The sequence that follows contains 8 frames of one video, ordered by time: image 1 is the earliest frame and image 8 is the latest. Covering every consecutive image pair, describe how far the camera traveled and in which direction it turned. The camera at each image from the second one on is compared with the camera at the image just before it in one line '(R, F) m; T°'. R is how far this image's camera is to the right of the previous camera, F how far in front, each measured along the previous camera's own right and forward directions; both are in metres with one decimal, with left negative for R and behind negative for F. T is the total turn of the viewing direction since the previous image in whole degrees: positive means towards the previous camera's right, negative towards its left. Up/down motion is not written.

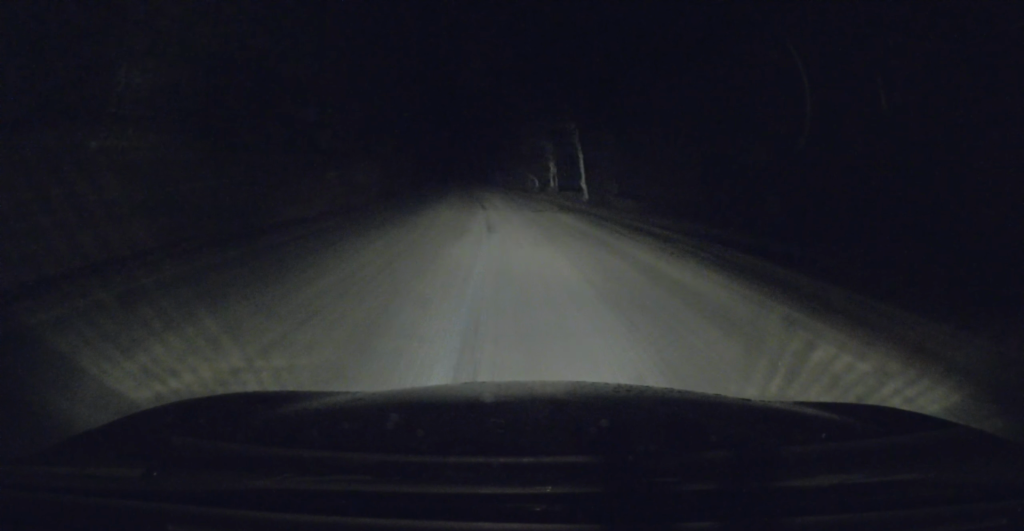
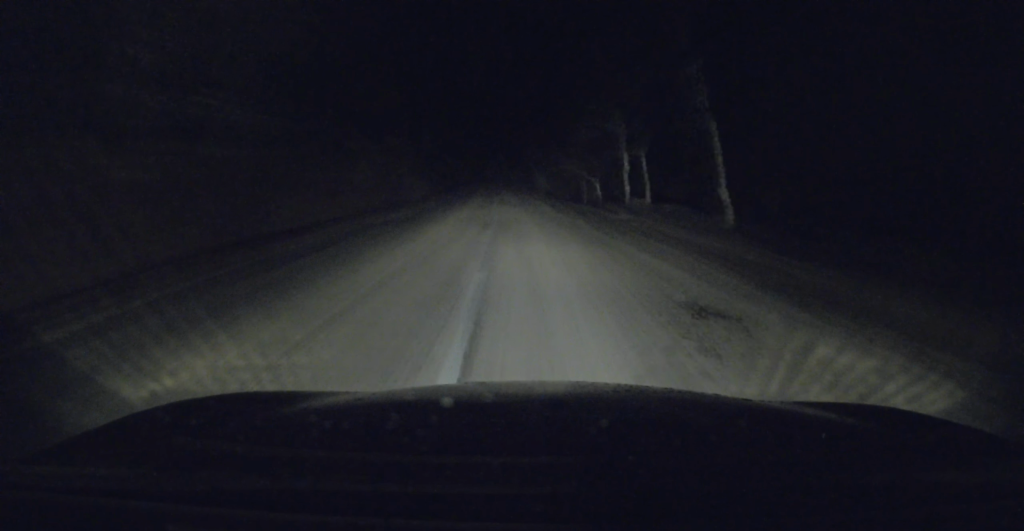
(-1.1, +21.4) m; -4°
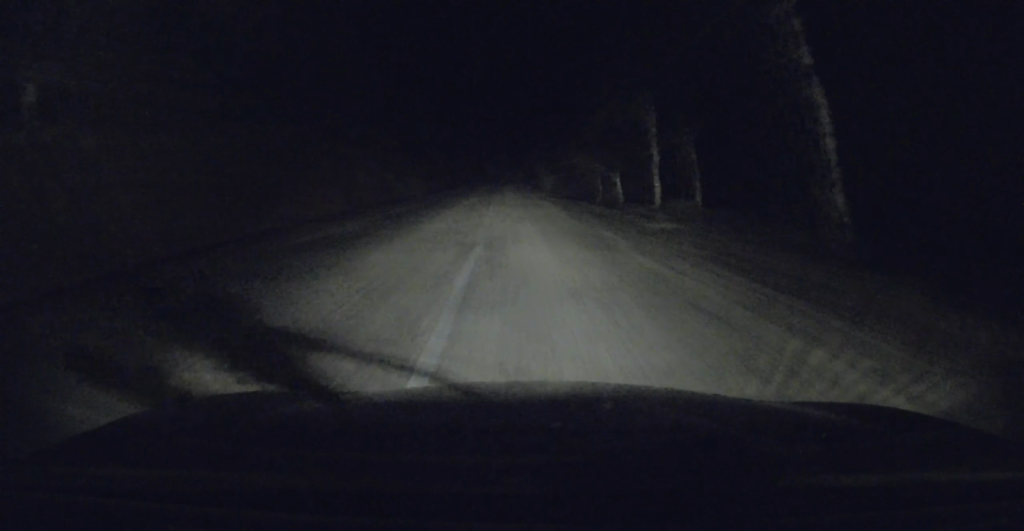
(-0.1, +6.8) m; -1°
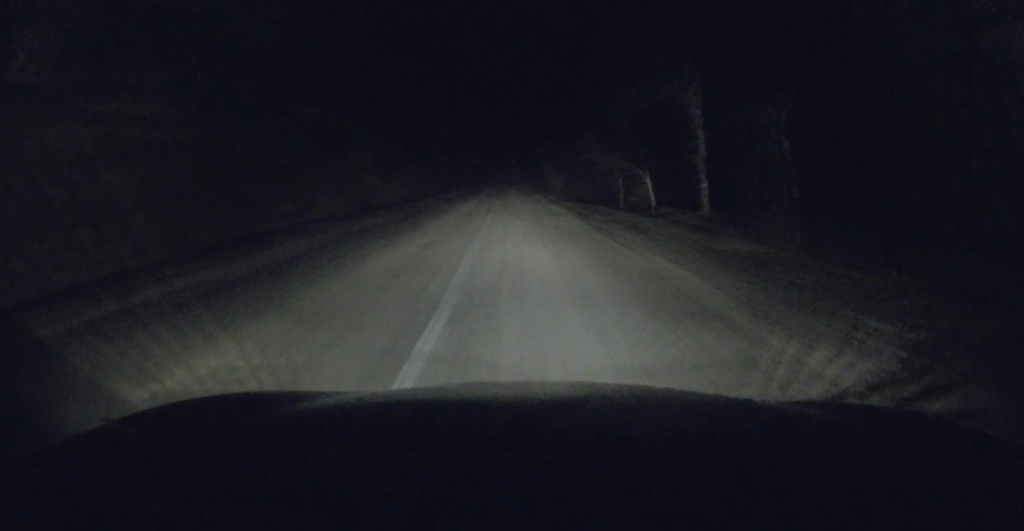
(0.0, +6.2) m; 0°
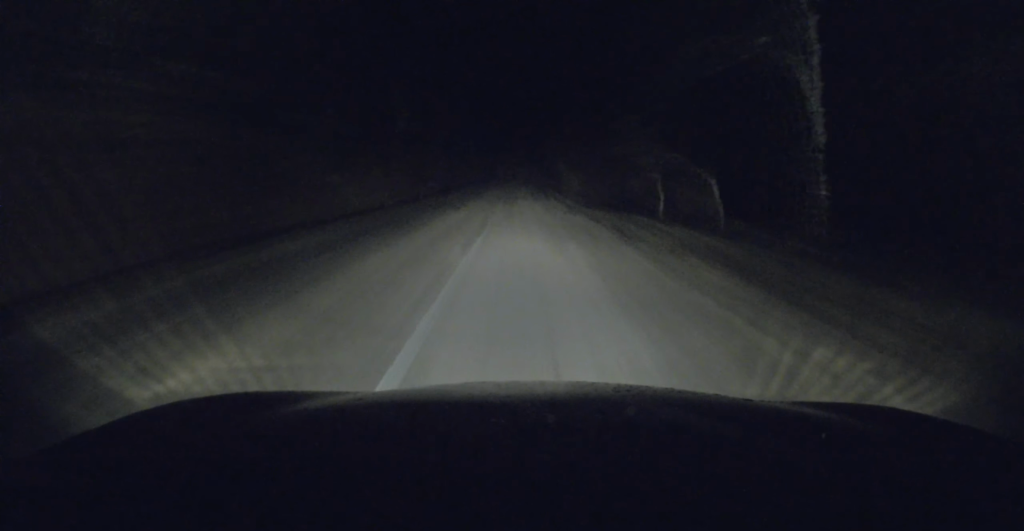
(0.0, +8.0) m; -1°
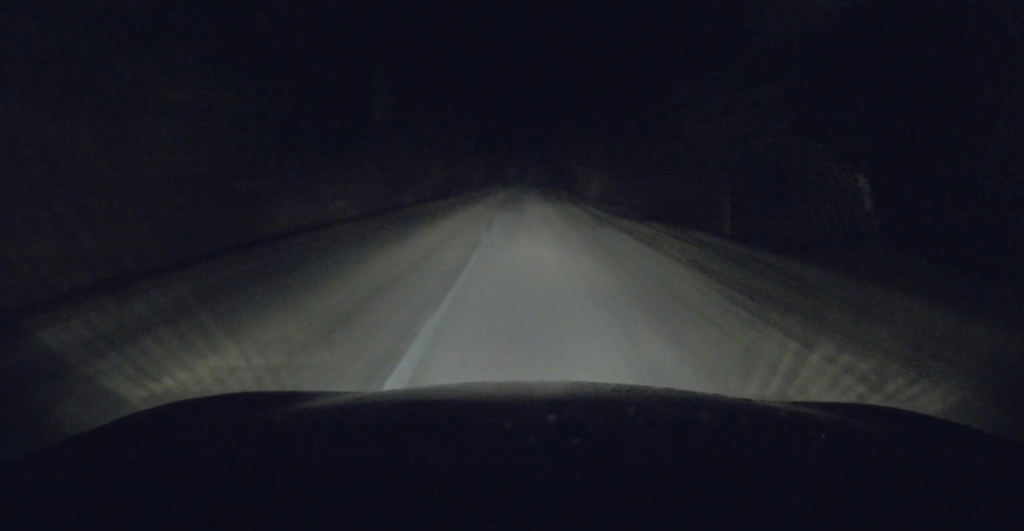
(-0.1, +7.9) m; -1°
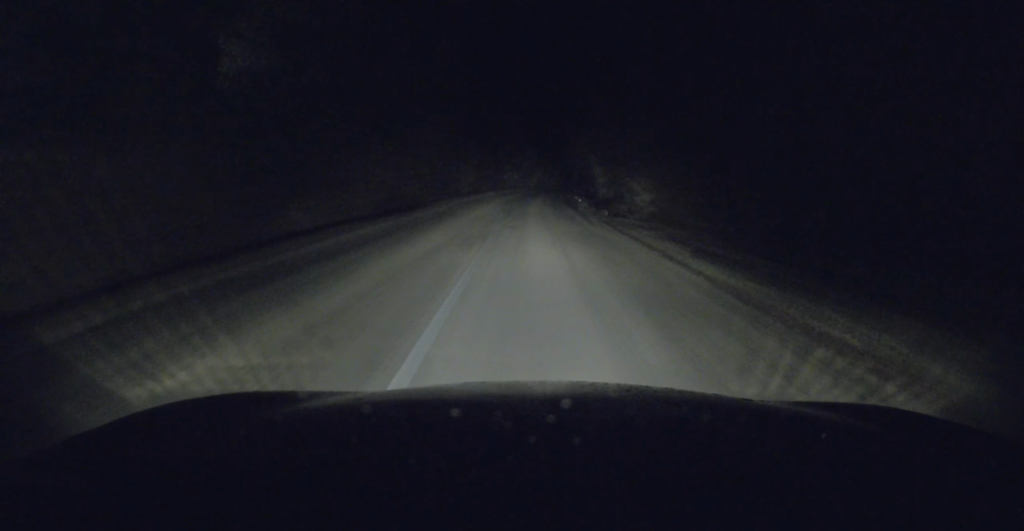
(-0.3, +15.8) m; -1°
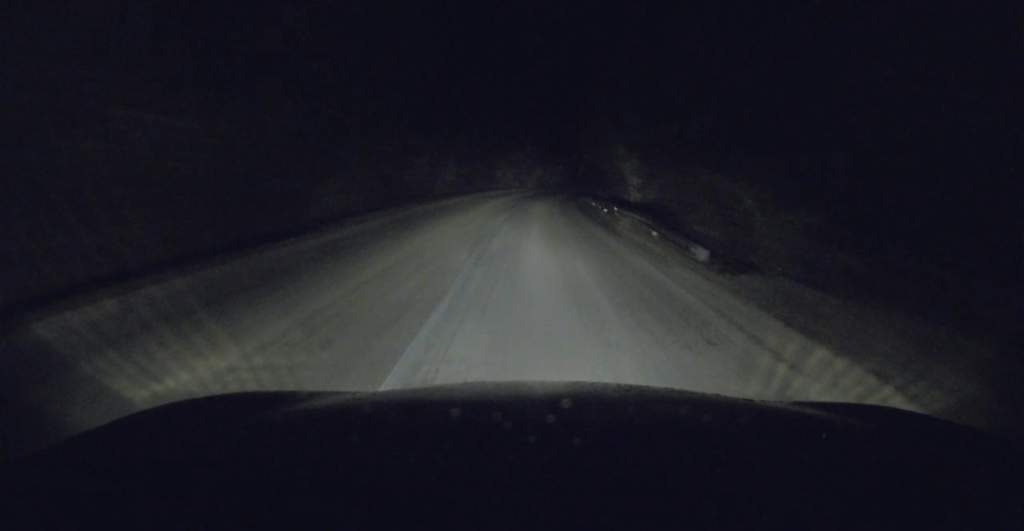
(+0.1, +14.1) m; +1°
